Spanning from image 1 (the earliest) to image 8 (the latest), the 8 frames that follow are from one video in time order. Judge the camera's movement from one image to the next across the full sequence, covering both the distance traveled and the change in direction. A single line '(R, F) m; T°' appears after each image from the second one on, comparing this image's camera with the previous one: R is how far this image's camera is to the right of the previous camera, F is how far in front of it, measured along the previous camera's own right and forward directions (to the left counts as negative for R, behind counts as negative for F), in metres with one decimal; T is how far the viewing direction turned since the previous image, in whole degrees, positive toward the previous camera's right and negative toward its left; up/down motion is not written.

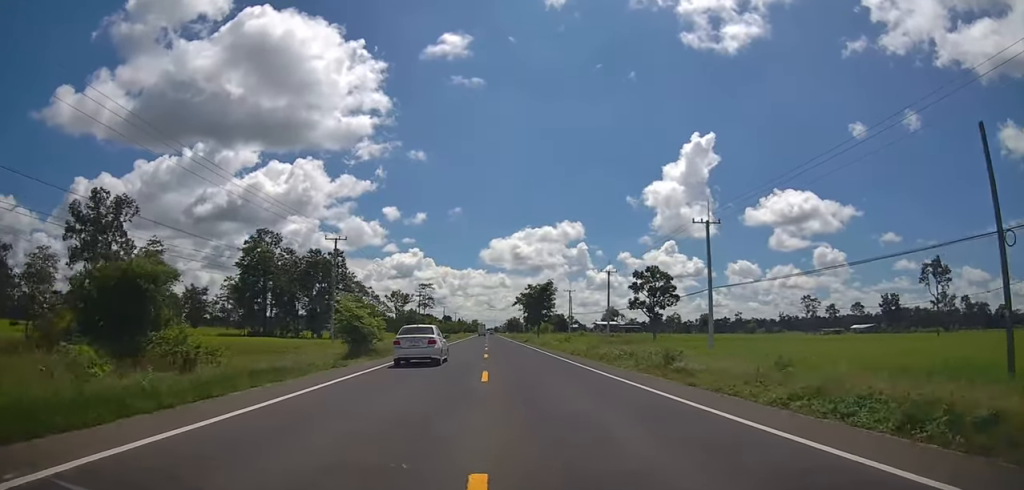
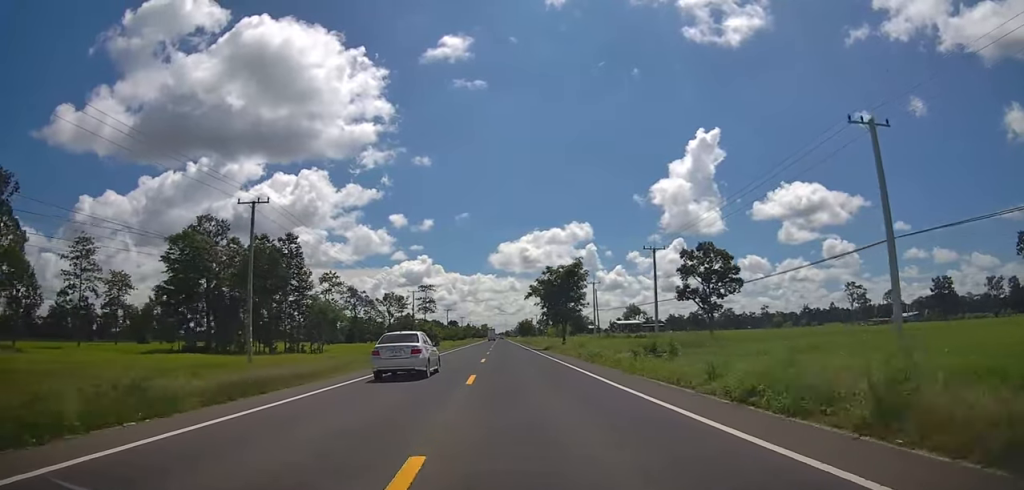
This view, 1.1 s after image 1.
(-0.5, +23.0) m; 0°
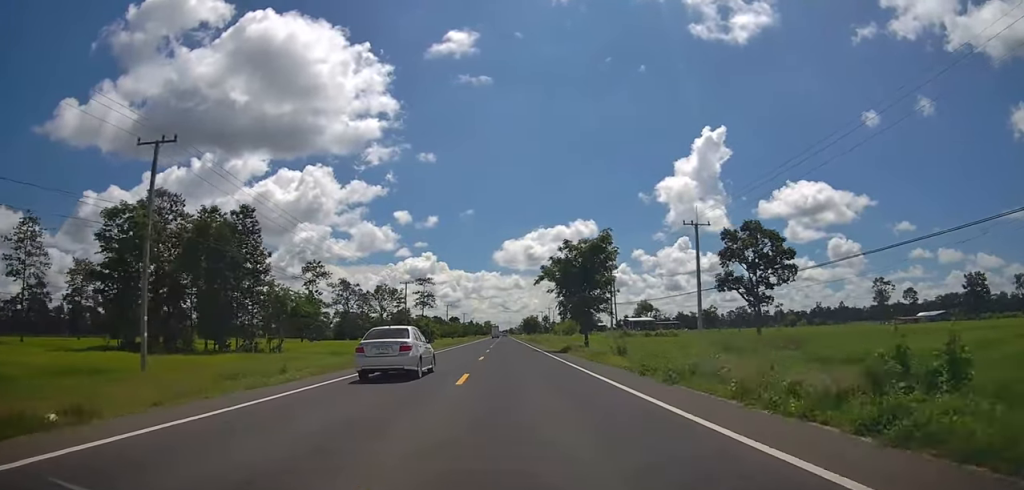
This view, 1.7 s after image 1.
(+0.2, +13.3) m; 0°
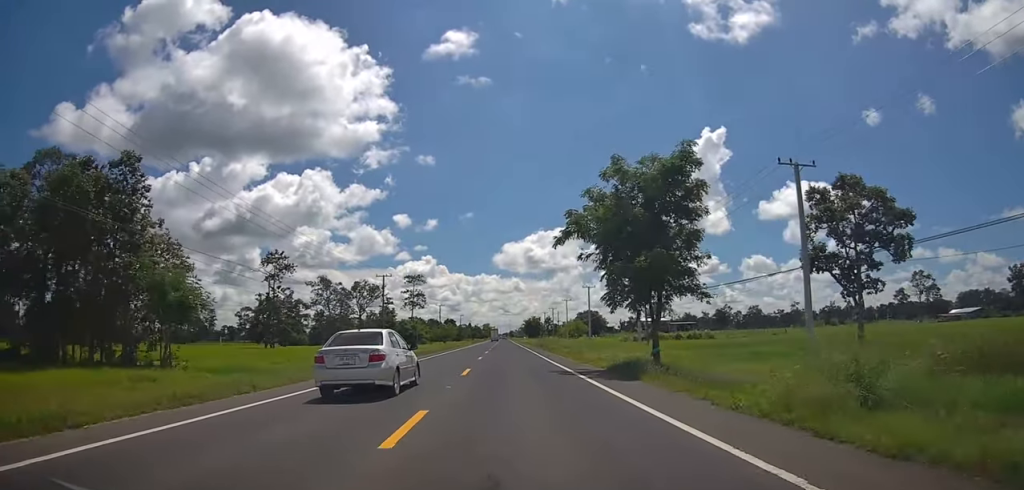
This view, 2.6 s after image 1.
(+0.2, +18.9) m; -1°
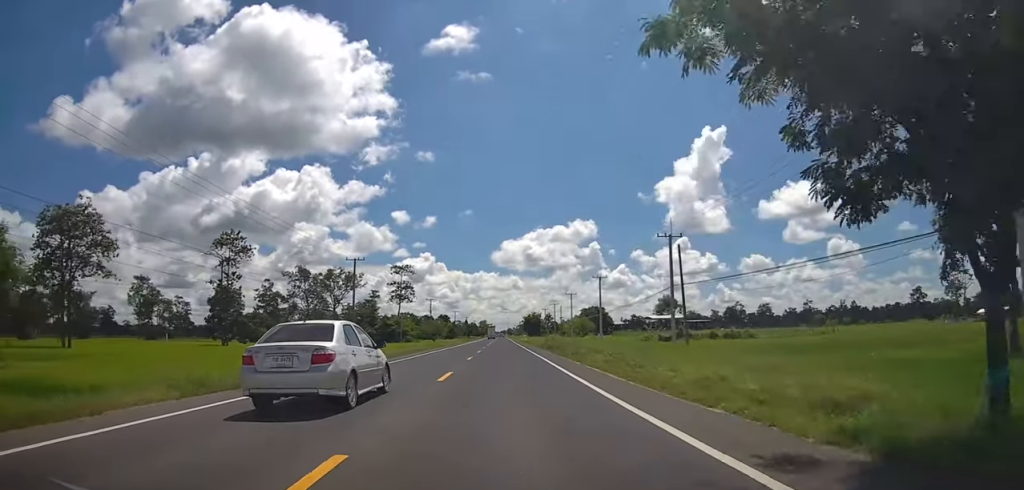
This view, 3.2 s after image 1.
(-0.4, +15.7) m; -2°
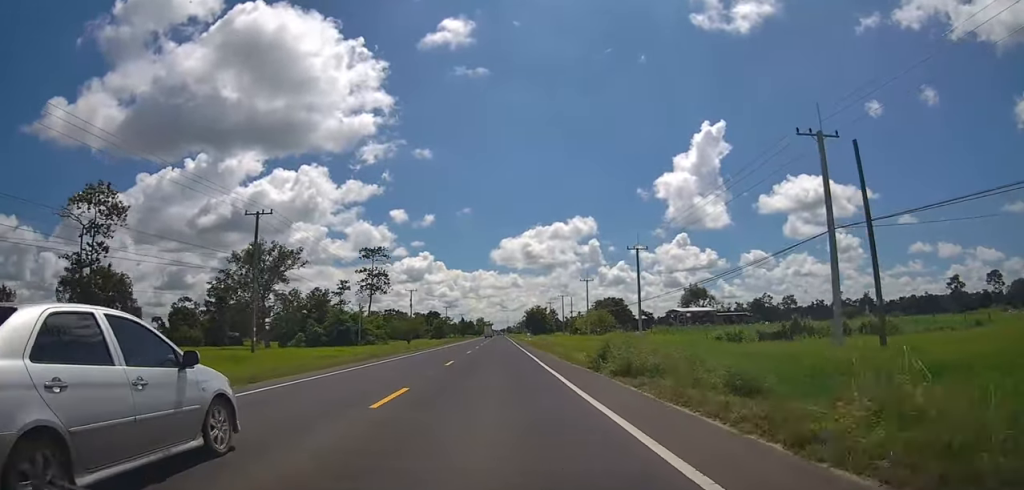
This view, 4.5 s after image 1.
(+0.3, +29.1) m; +2°
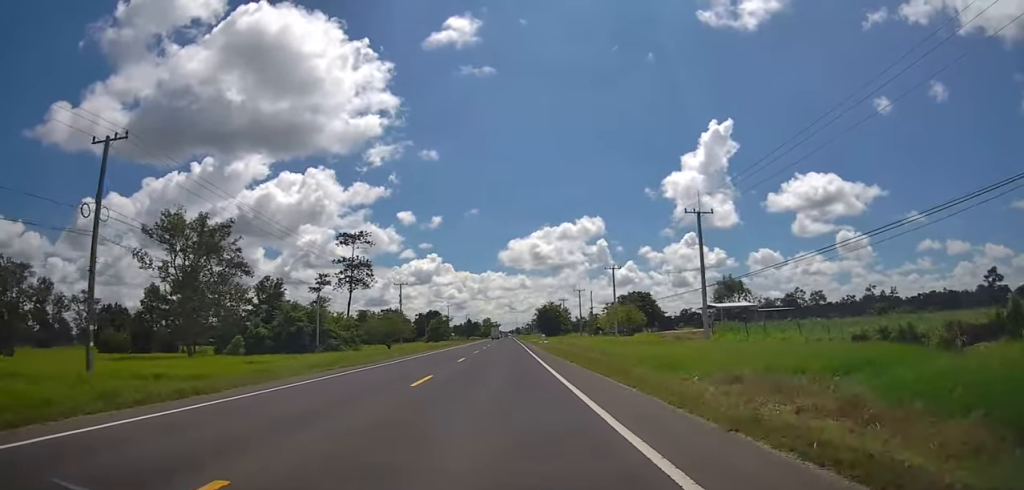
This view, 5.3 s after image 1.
(+0.6, +19.9) m; 0°
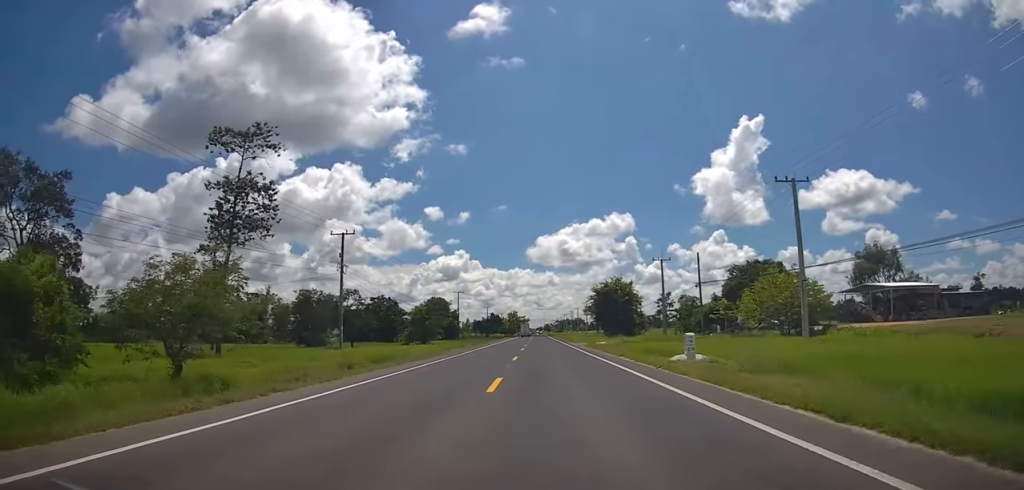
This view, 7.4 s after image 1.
(-3.4, +50.3) m; -4°
